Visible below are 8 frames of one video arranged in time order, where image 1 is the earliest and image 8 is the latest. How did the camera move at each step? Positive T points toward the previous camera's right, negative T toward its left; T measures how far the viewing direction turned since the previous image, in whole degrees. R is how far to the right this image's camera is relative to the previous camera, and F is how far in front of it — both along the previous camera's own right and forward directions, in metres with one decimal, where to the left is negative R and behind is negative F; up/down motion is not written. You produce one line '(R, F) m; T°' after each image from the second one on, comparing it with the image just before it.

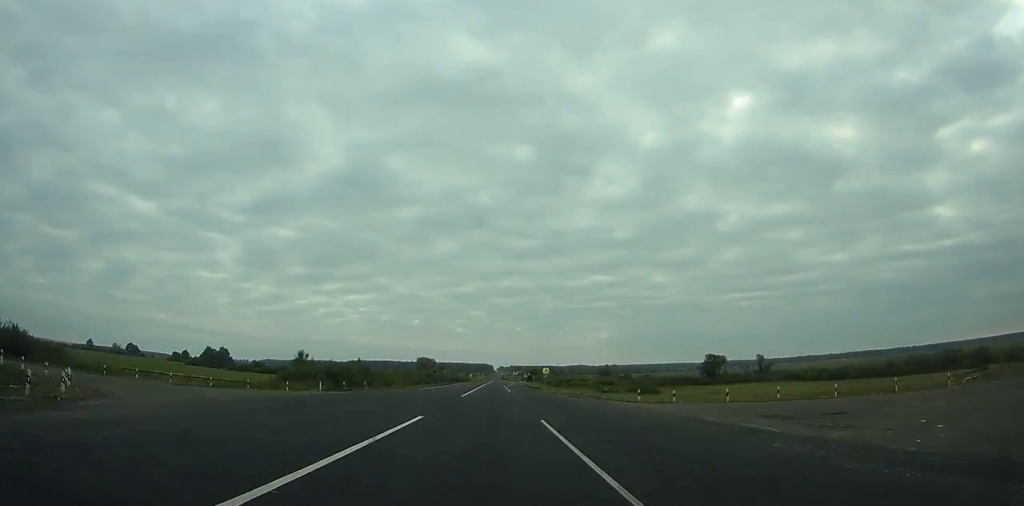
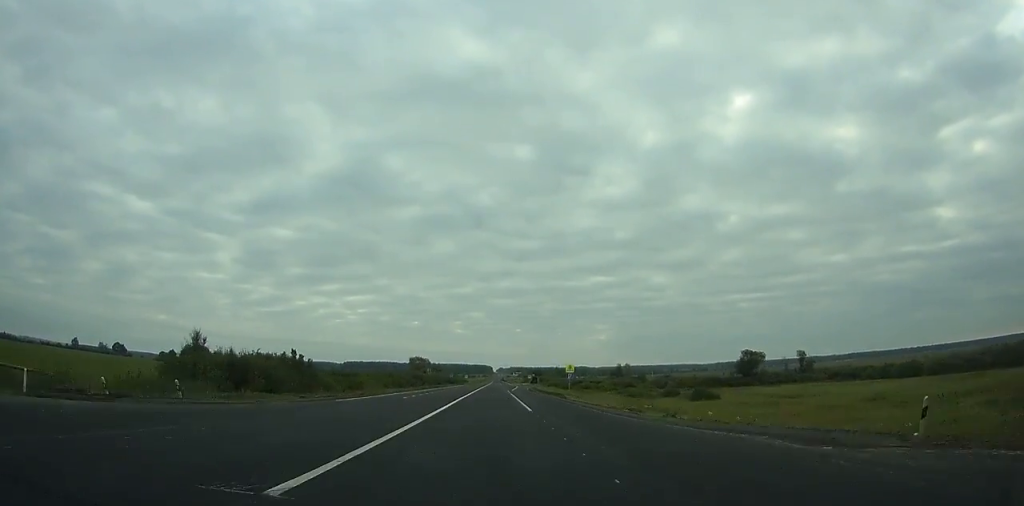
(0.0, +32.1) m; 0°
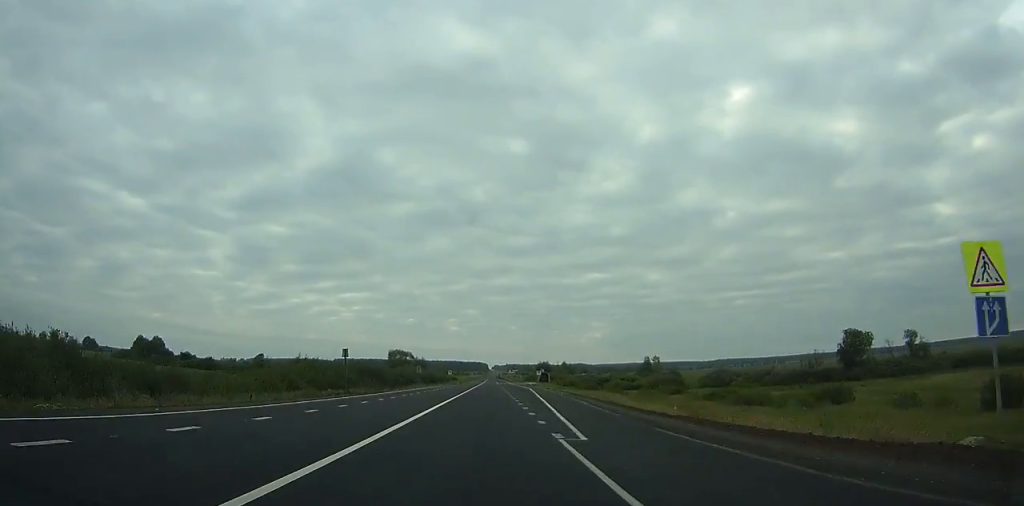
(0.0, +58.7) m; 0°
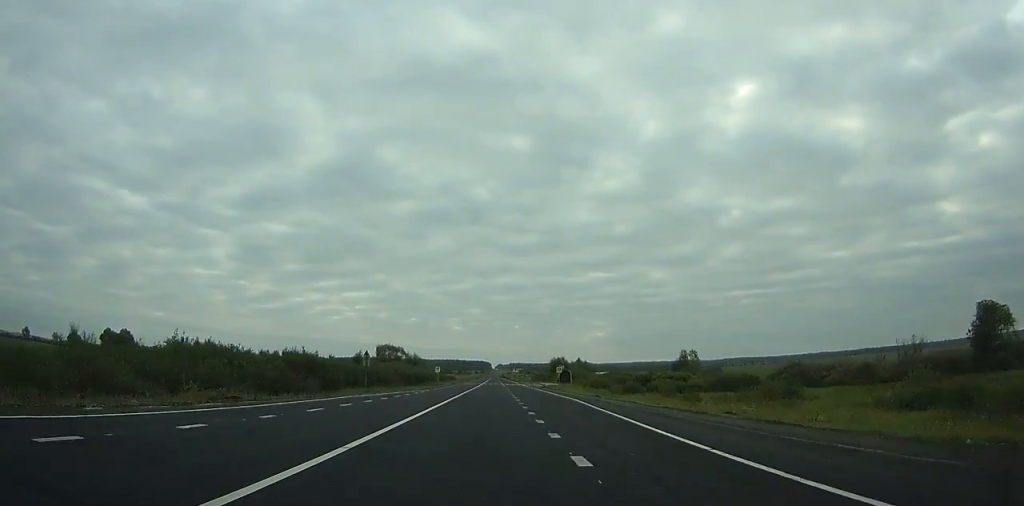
(+0.1, +39.9) m; 0°
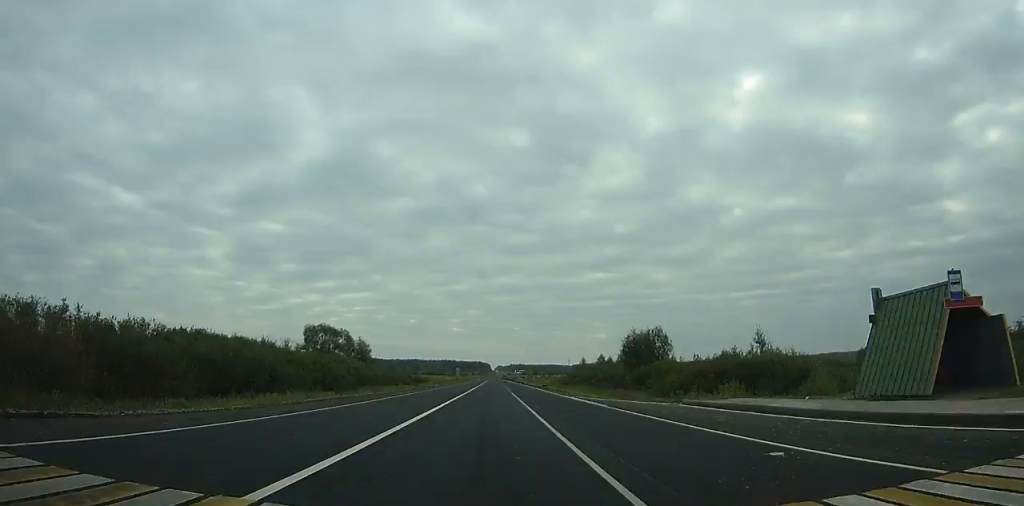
(+0.1, +103.4) m; 0°
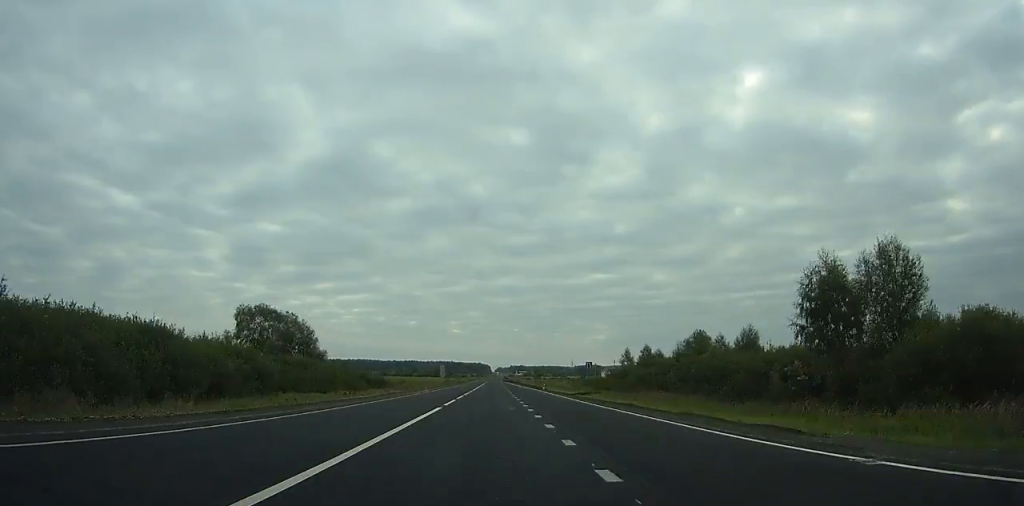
(-0.1, +45.5) m; 0°
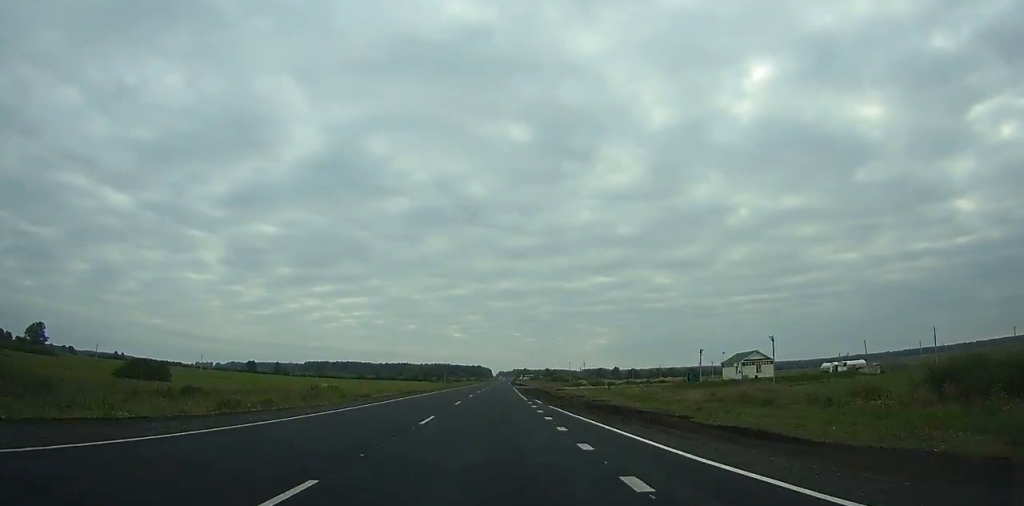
(-0.2, +125.0) m; 0°
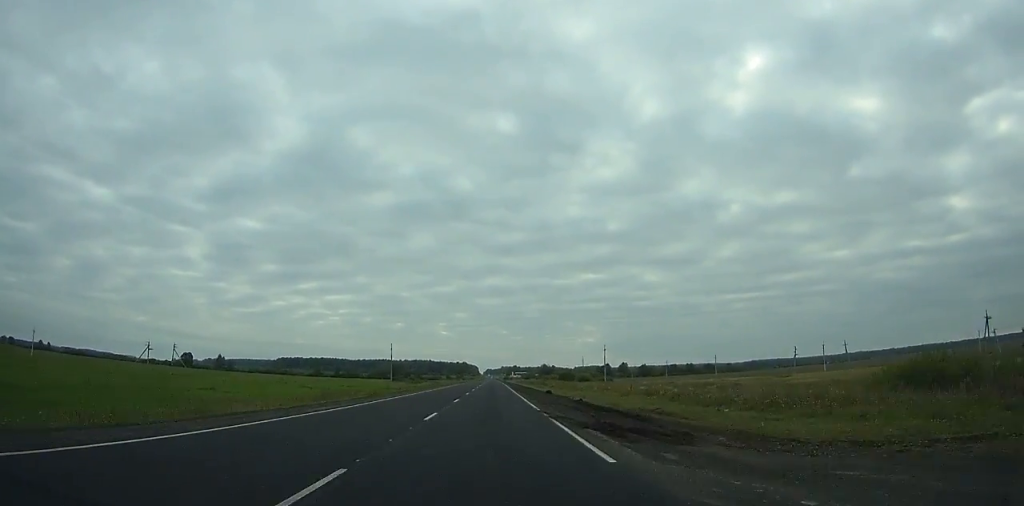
(+0.5, +104.2) m; +1°
